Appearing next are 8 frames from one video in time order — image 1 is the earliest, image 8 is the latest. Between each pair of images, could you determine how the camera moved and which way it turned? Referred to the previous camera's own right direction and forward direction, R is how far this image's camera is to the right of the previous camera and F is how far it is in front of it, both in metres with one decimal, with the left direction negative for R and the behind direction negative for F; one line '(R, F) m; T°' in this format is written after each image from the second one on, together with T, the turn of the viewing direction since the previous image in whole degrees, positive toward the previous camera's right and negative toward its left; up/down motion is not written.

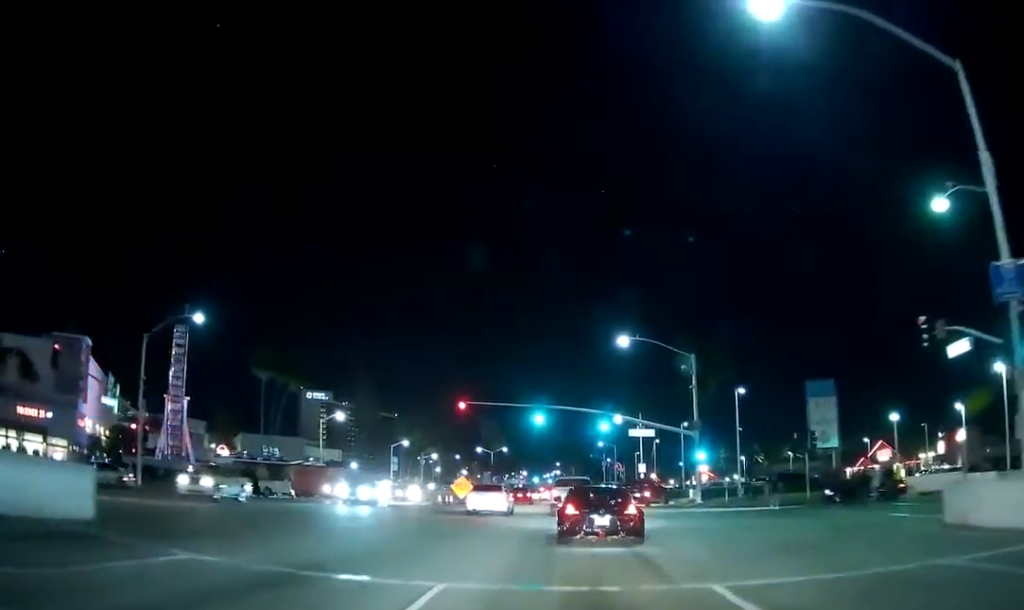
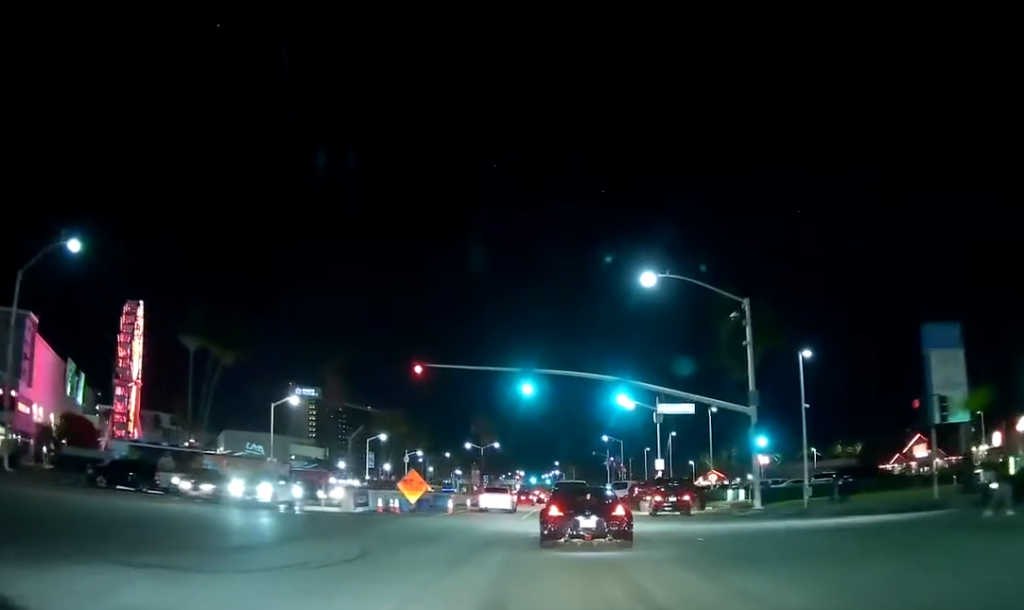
(+0.1, +15.7) m; +1°
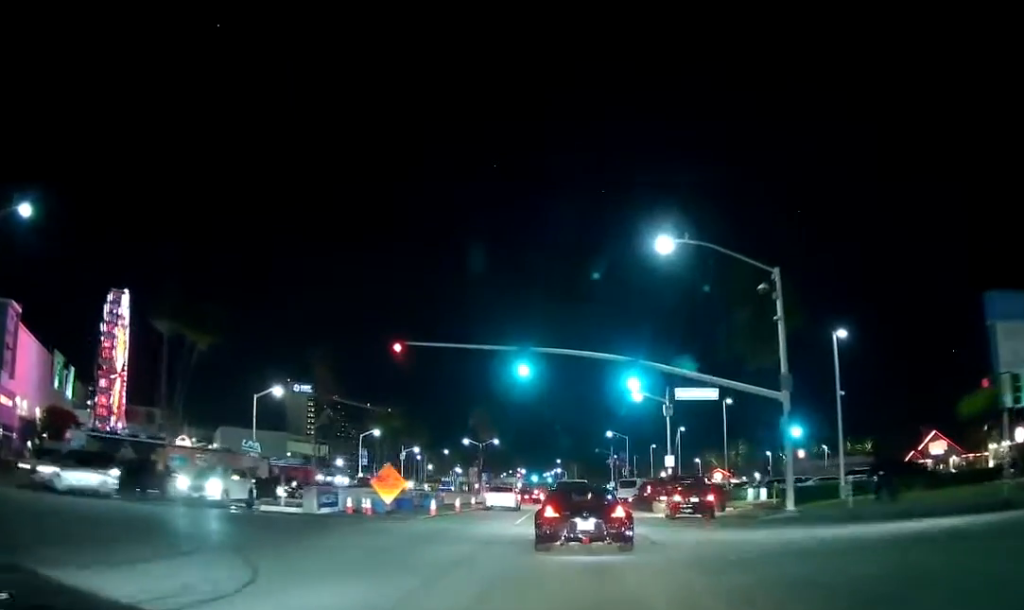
(+0.1, +5.3) m; 0°
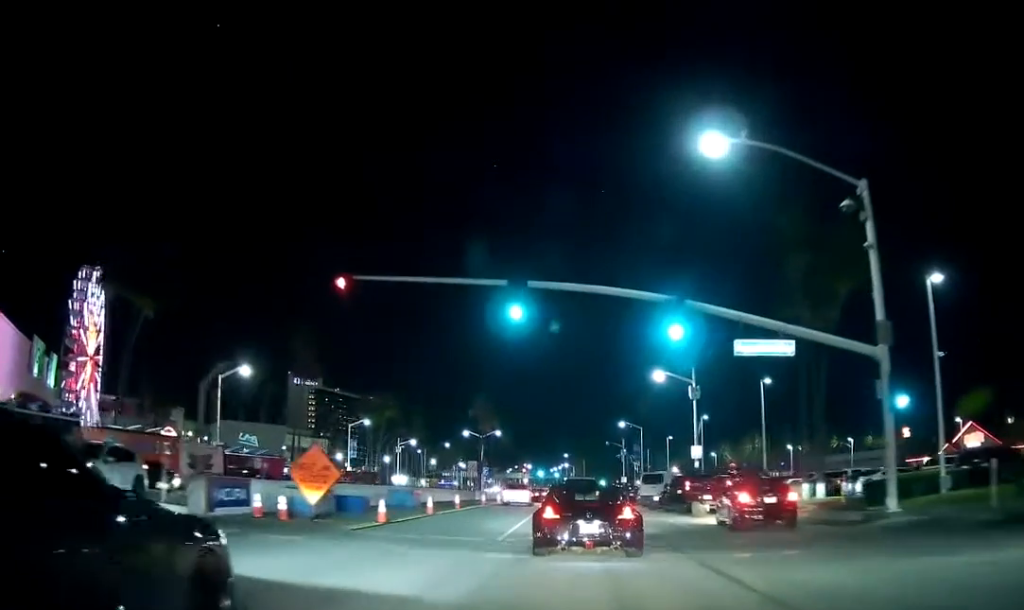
(-0.1, +9.7) m; -1°
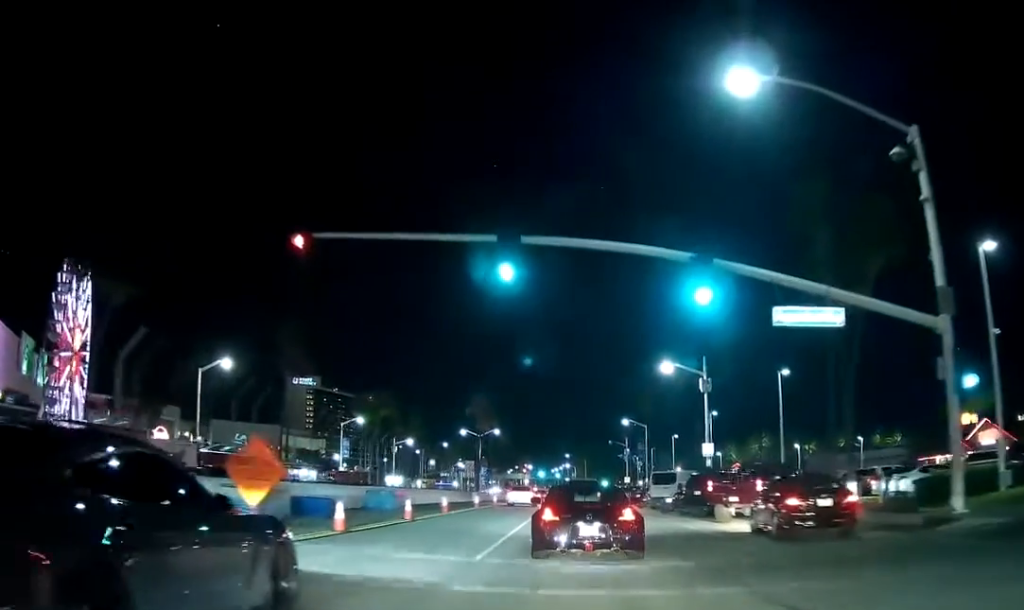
(0.0, +4.1) m; 0°
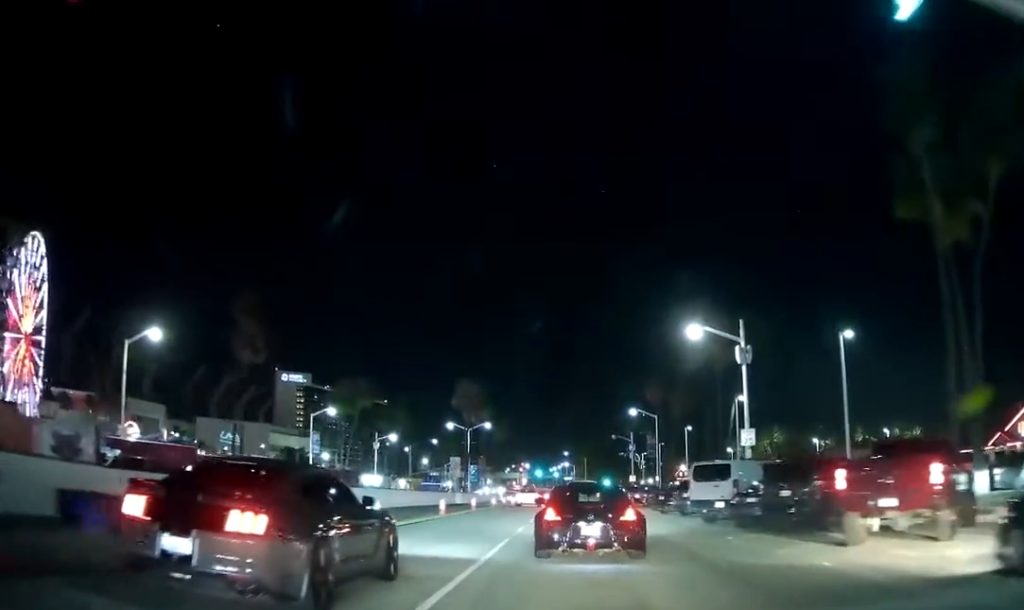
(+0.2, +12.2) m; +2°
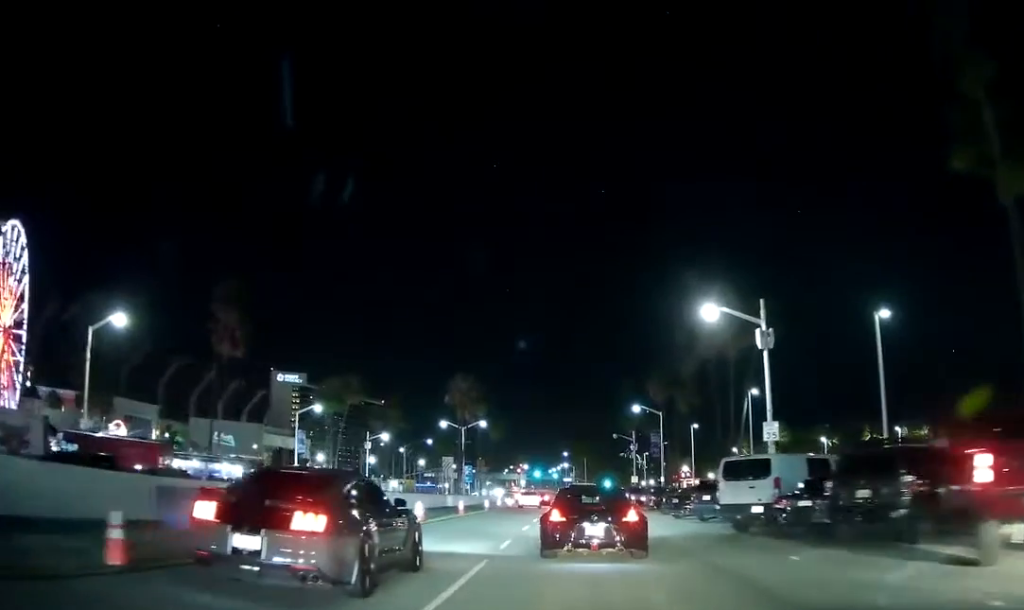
(+0.1, +4.7) m; 0°
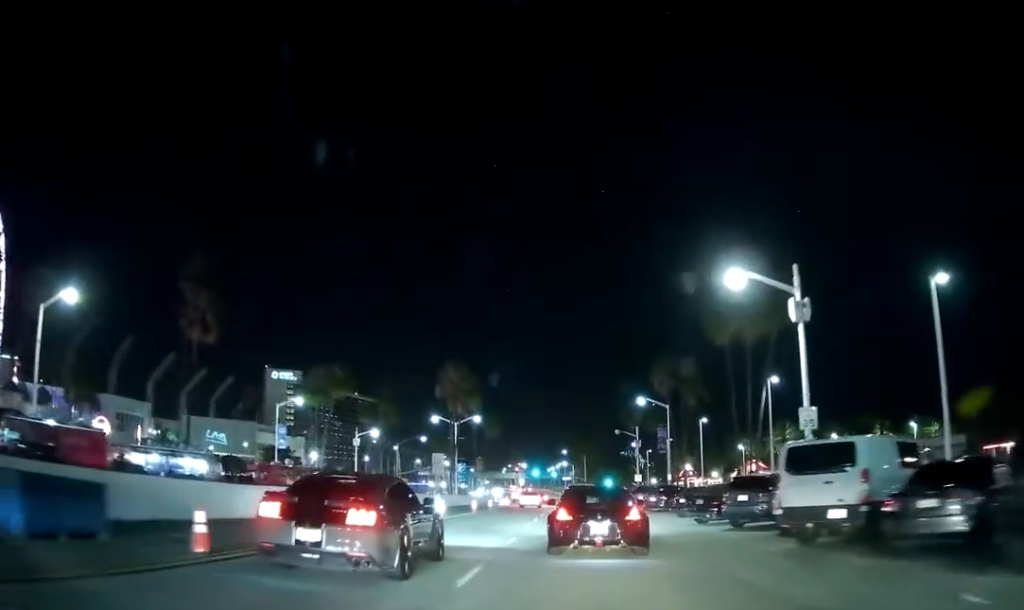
(0.0, +6.0) m; -1°
